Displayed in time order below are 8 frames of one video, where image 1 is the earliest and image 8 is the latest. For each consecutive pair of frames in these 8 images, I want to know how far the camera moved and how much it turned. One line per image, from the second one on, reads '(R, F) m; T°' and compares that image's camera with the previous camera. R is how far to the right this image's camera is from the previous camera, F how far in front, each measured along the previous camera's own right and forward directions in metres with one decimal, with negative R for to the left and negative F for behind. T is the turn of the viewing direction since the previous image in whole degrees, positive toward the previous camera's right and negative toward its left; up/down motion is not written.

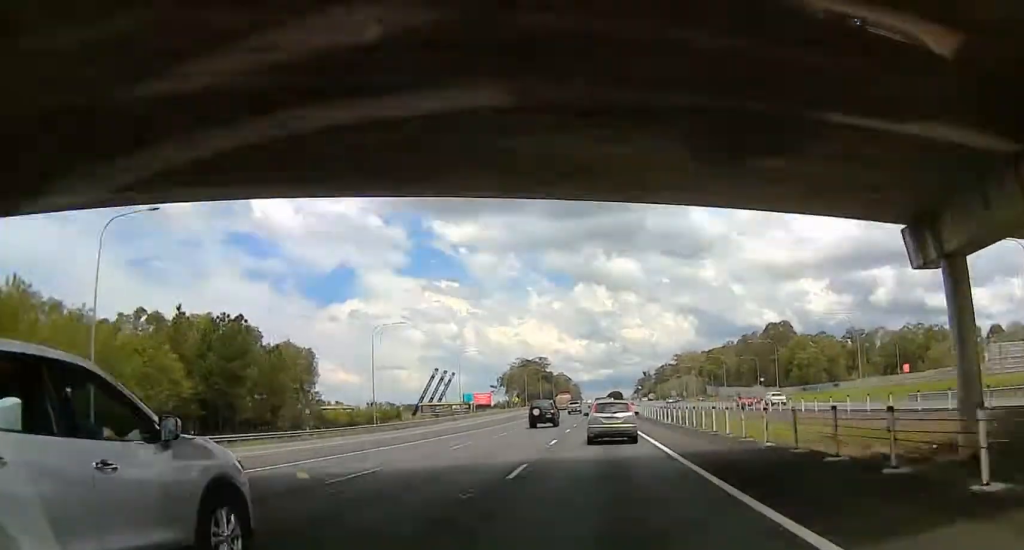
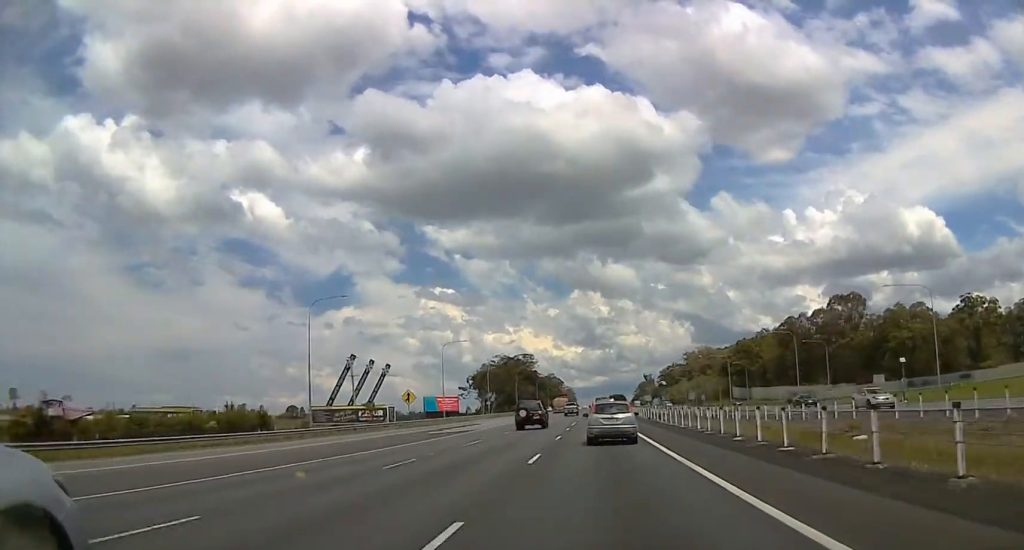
(-0.5, +70.7) m; 0°
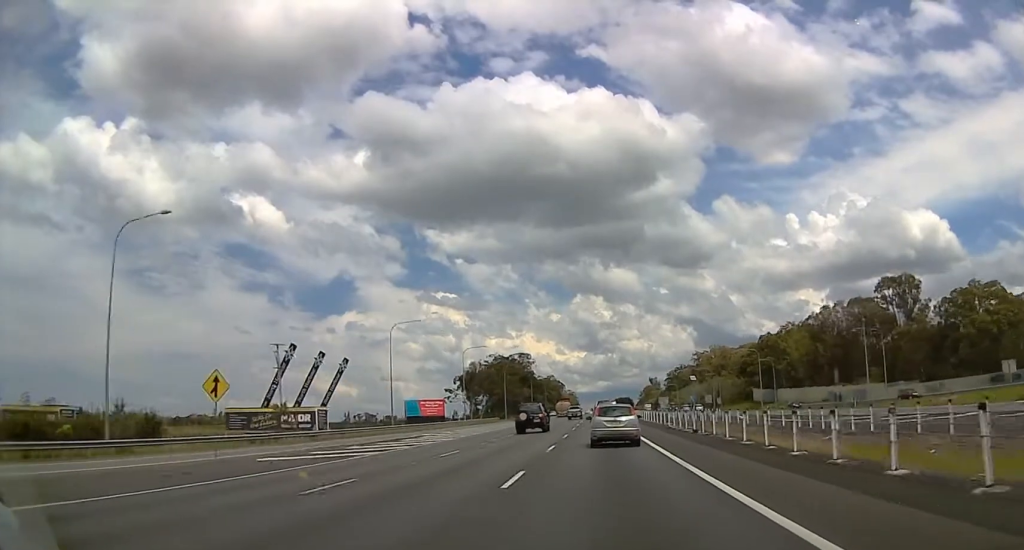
(+1.0, +30.2) m; 0°
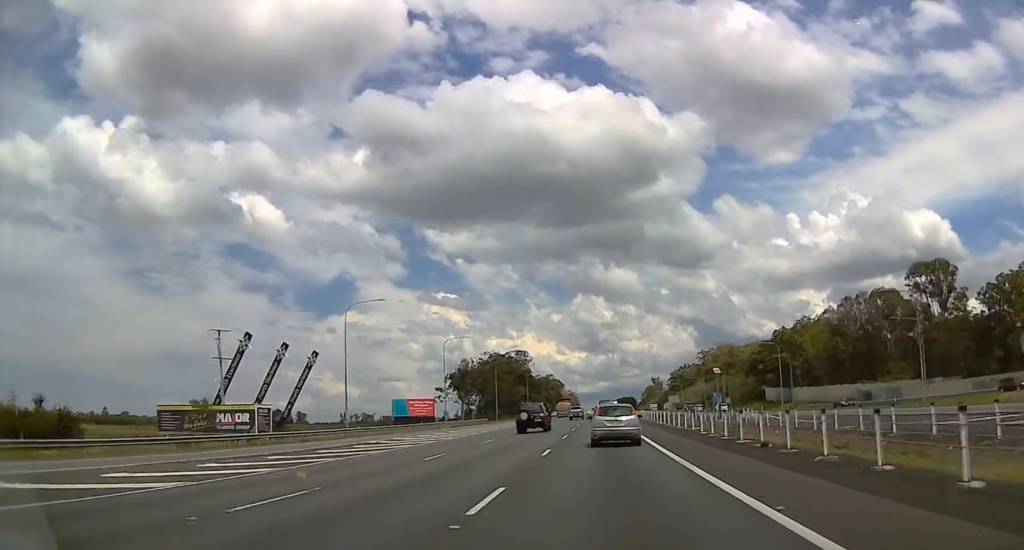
(-0.4, +15.5) m; 0°
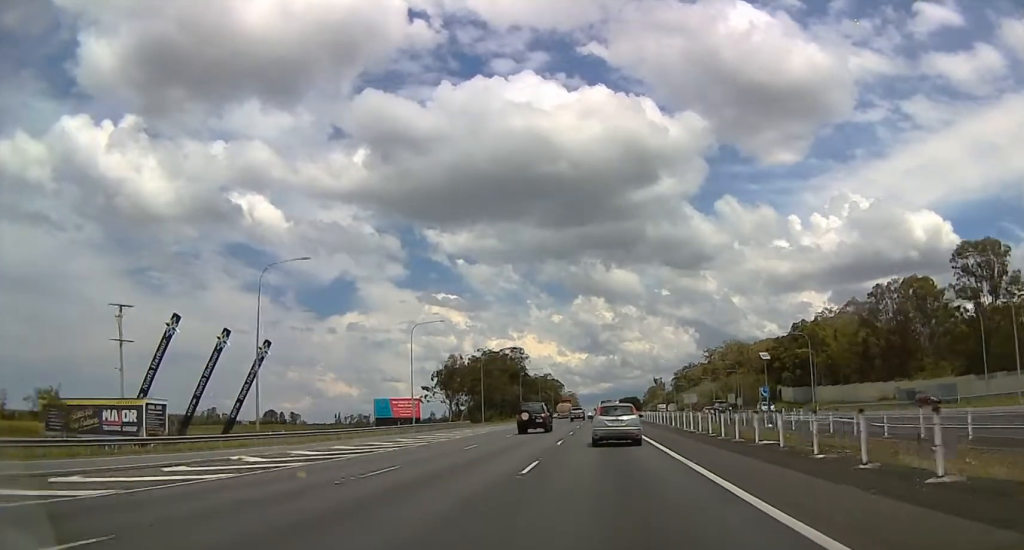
(-0.7, +18.3) m; 0°
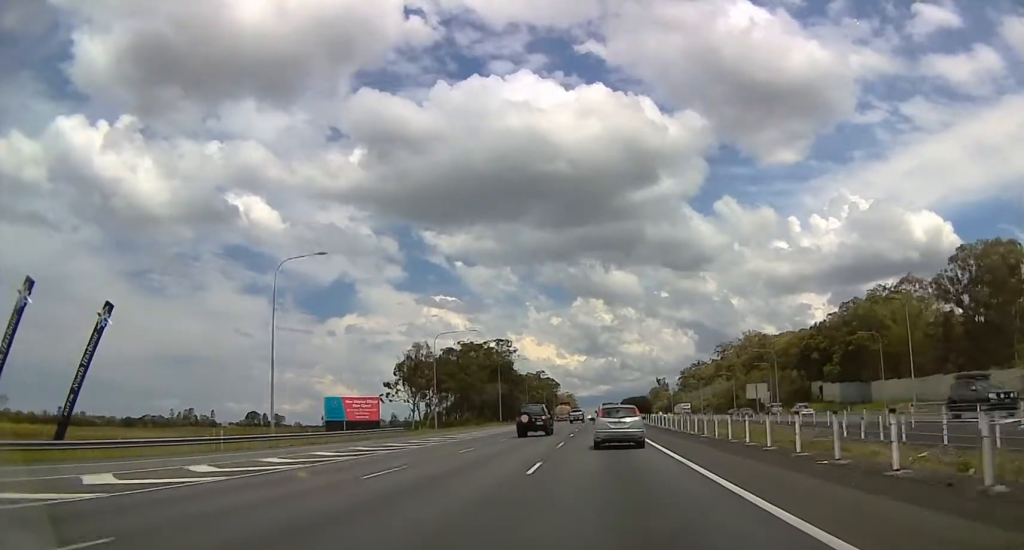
(+0.9, +35.8) m; 0°
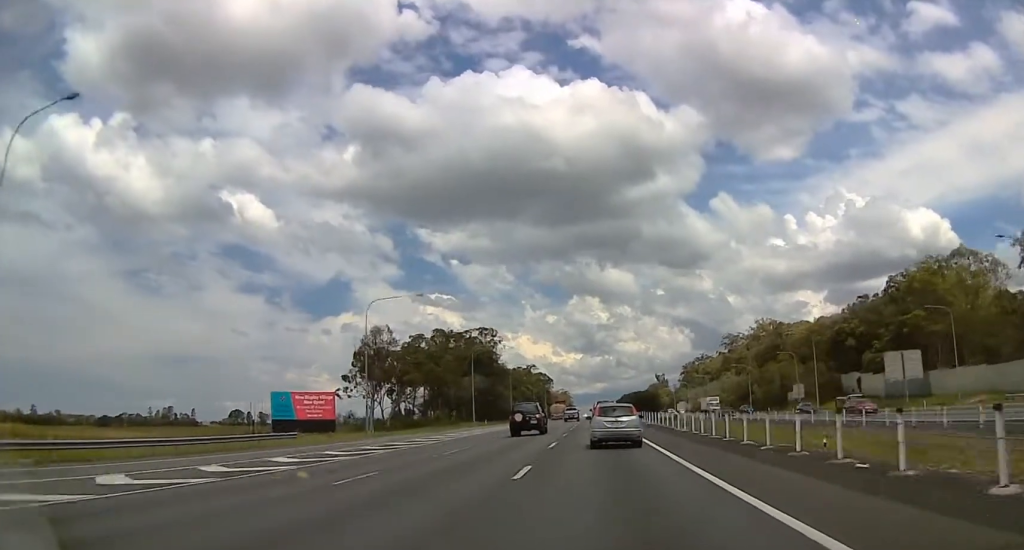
(-0.6, +26.3) m; 0°
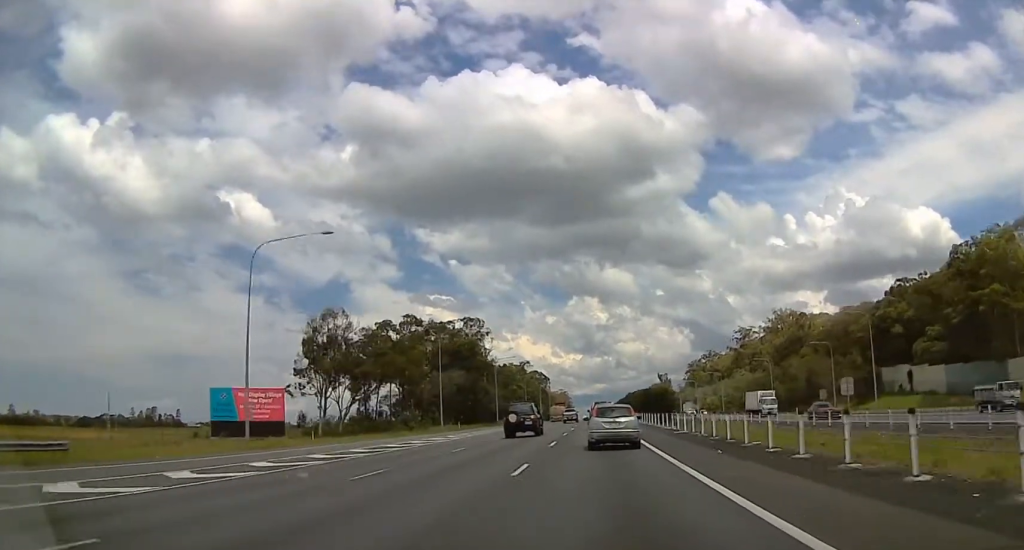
(+1.0, +23.4) m; 0°
